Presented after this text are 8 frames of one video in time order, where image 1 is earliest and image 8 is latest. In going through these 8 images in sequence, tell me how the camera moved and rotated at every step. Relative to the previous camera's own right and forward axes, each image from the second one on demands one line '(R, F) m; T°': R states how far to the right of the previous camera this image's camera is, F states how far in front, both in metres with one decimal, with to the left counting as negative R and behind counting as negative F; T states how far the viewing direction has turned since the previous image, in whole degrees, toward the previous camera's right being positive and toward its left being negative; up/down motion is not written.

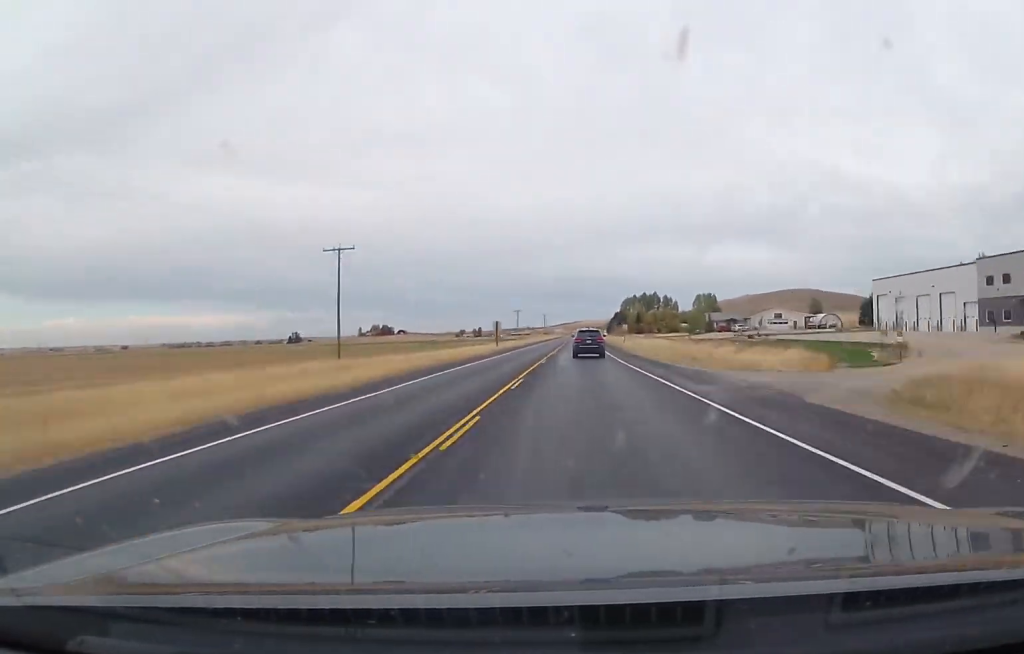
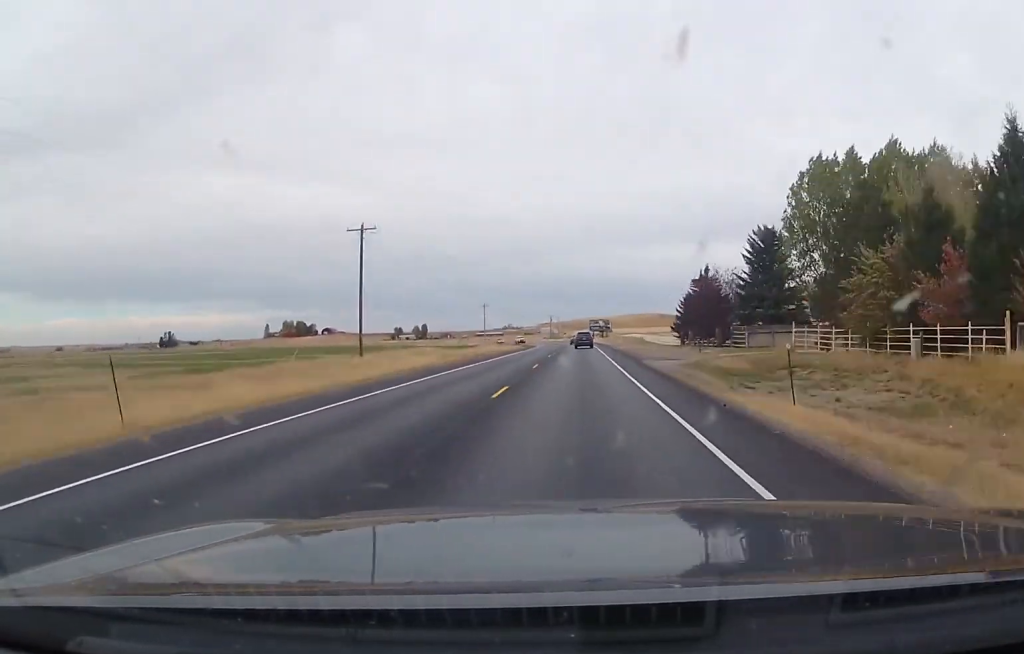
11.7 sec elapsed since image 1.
(-6.4, +285.1) m; -11°
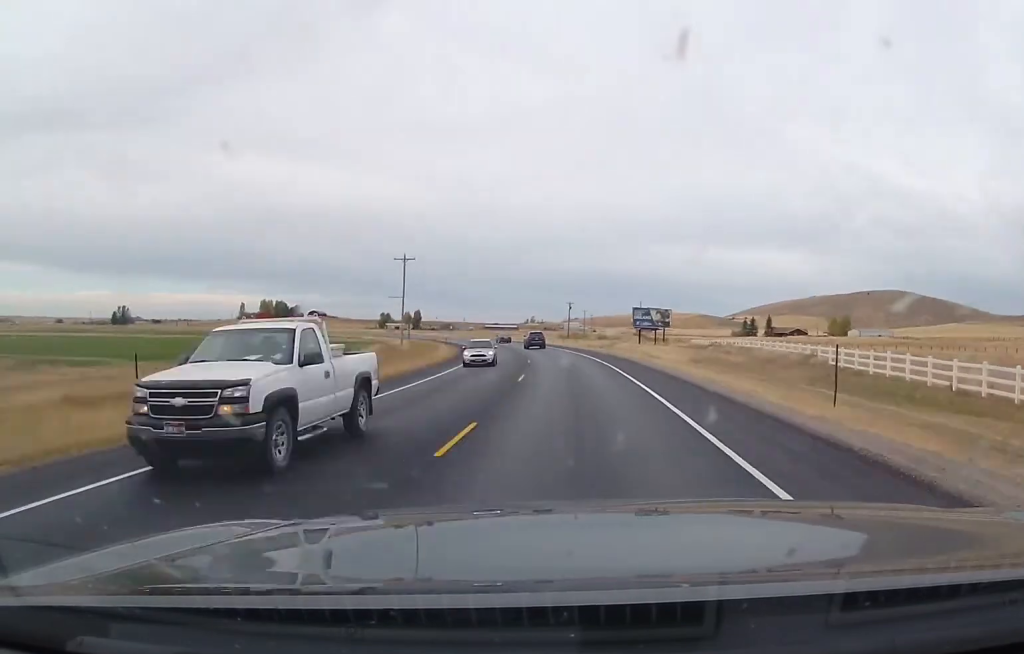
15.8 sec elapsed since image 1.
(+5.5, +90.2) m; -9°
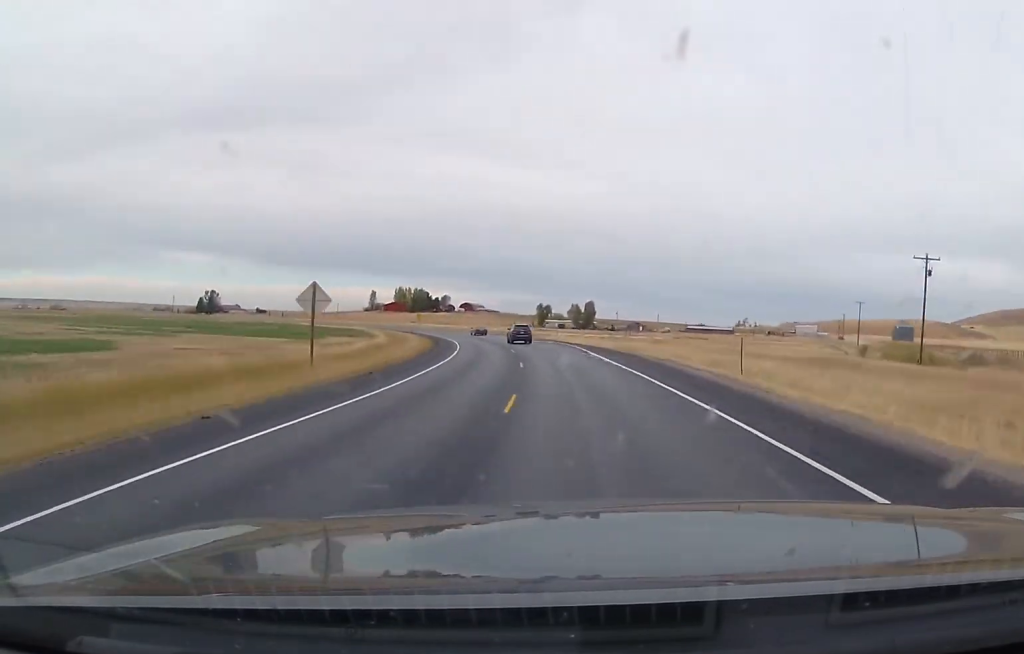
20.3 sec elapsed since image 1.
(-21.2, +111.3) m; -16°
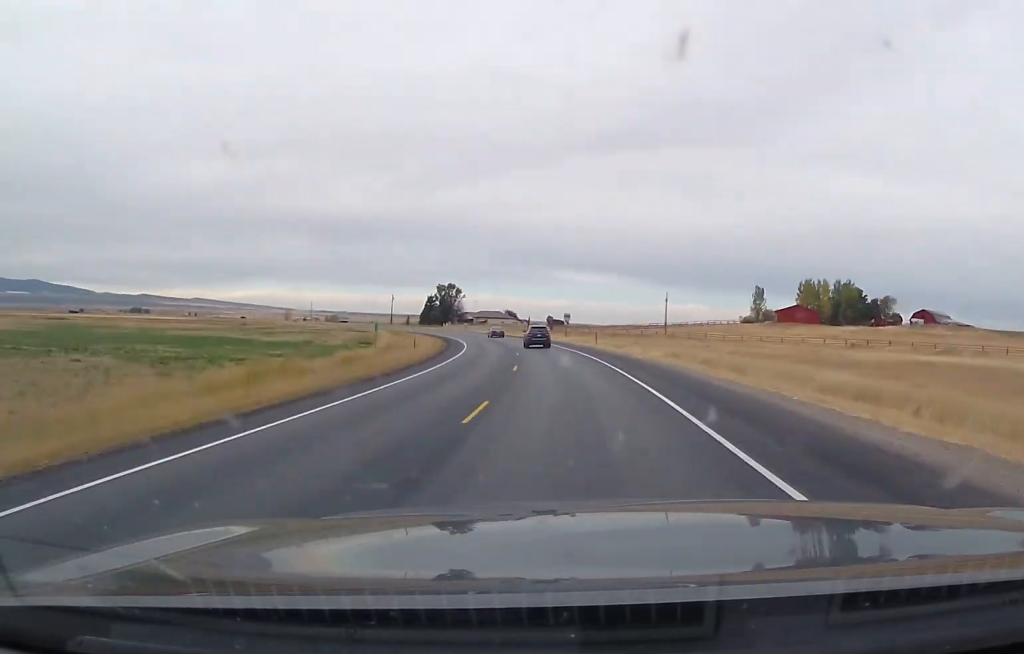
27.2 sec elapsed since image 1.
(-36.8, +155.0) m; -26°
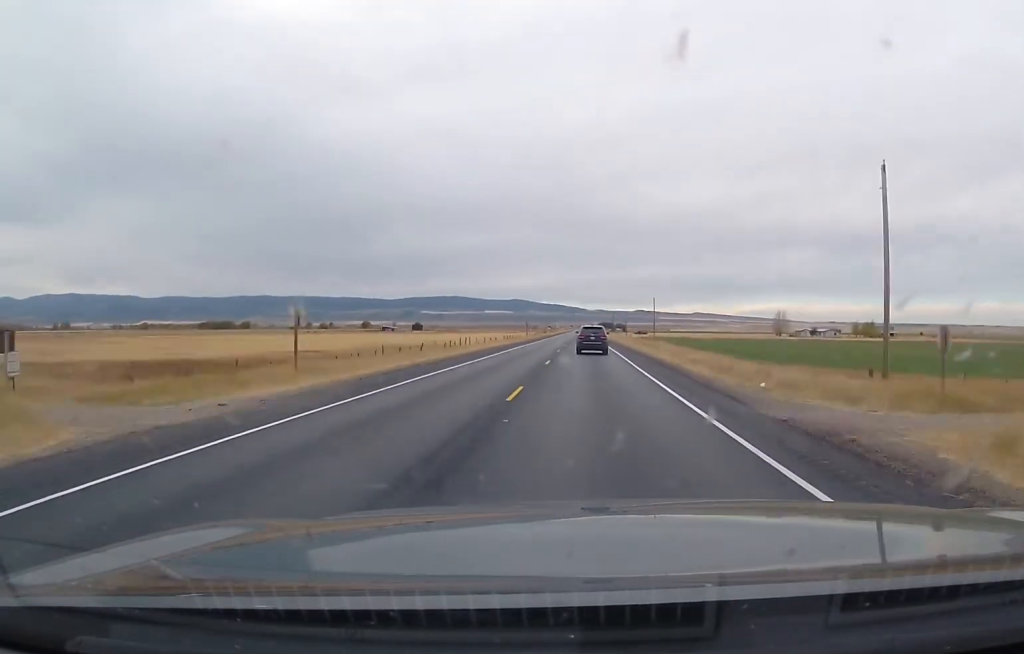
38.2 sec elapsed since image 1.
(-93.7, +282.2) m; -25°
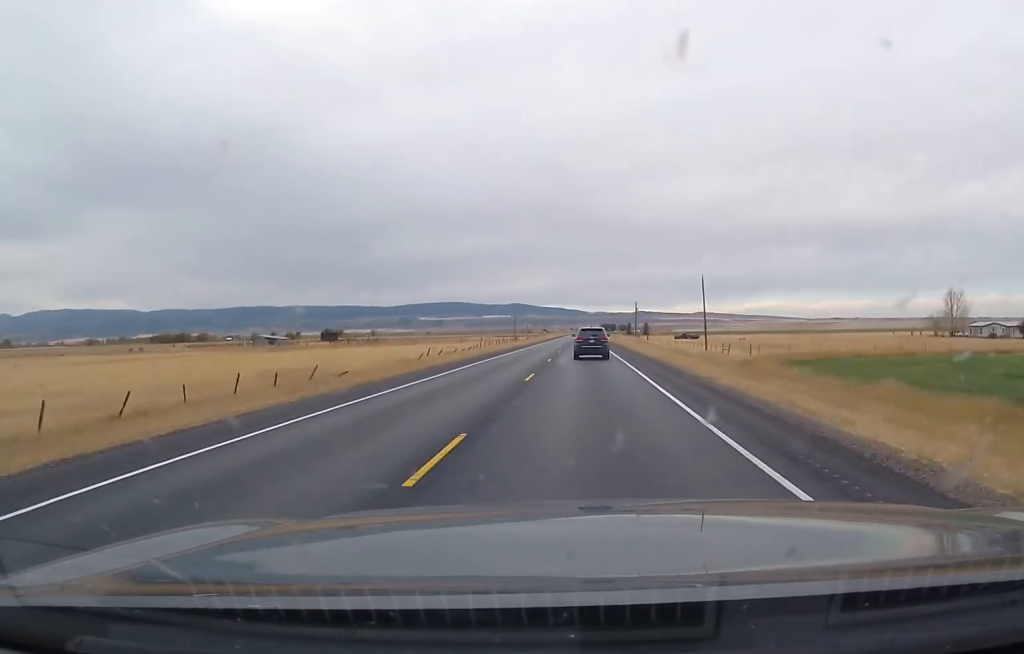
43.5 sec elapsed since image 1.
(-6.3, +146.1) m; -2°
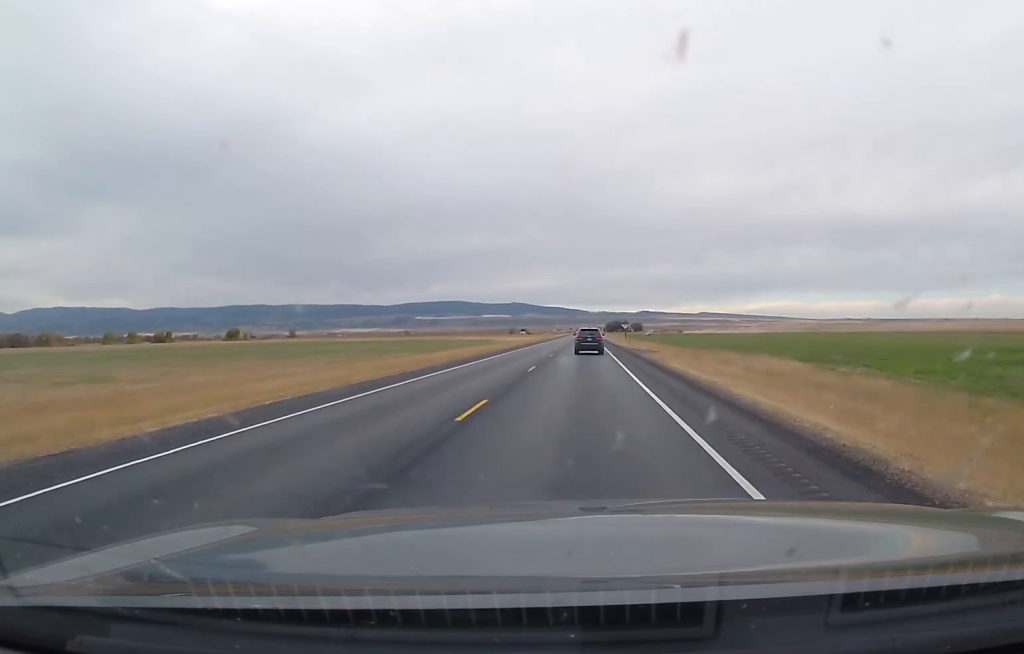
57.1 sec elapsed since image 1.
(-4.0, +361.6) m; -1°
